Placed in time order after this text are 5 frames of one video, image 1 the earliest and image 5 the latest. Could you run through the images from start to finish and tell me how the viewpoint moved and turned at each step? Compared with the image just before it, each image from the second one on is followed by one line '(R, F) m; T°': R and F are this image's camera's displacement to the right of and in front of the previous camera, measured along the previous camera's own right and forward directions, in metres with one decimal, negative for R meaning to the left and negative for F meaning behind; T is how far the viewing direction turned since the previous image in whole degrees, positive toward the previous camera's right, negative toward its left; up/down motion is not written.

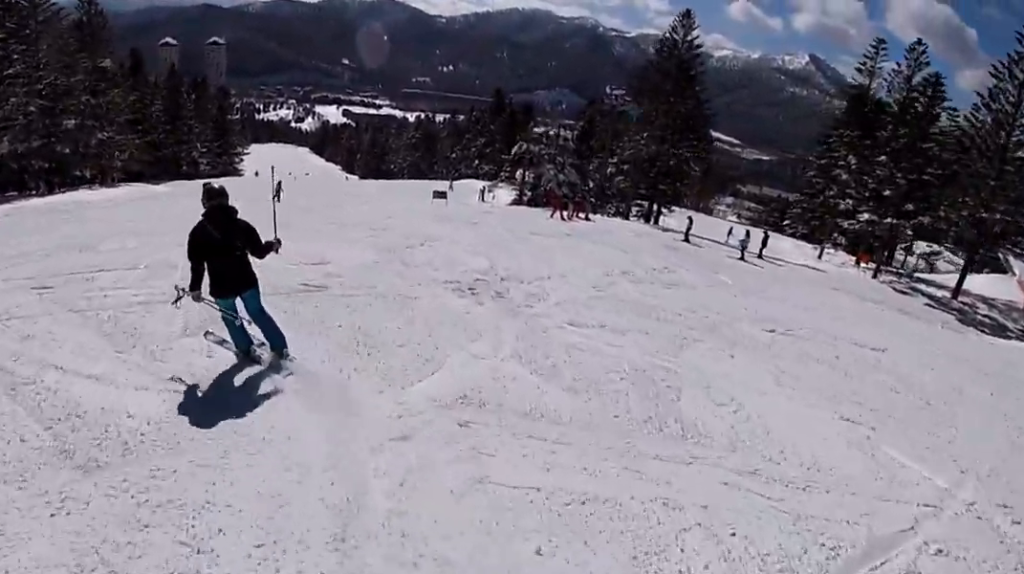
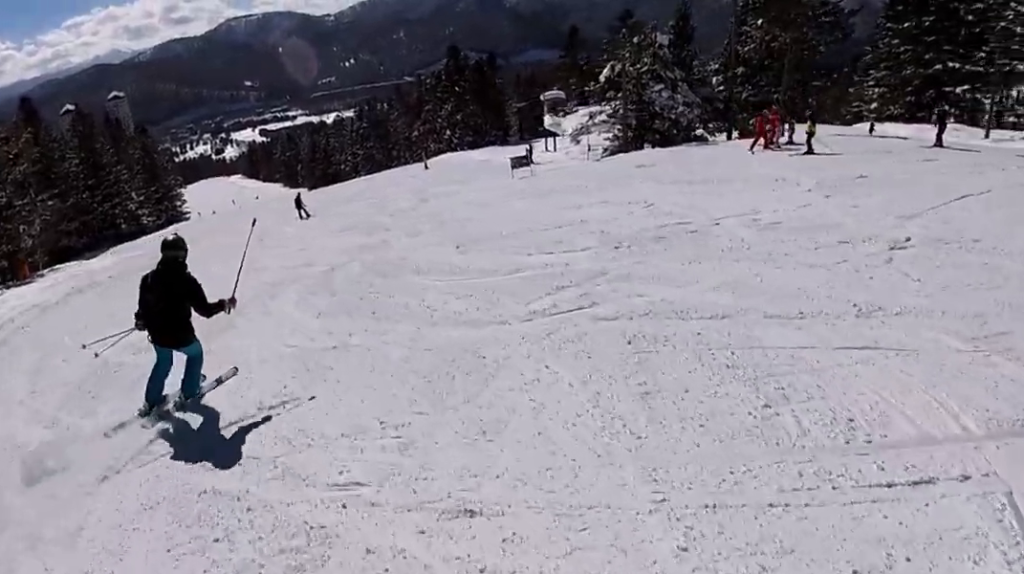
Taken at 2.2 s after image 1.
(-0.4, +18.8) m; +3°
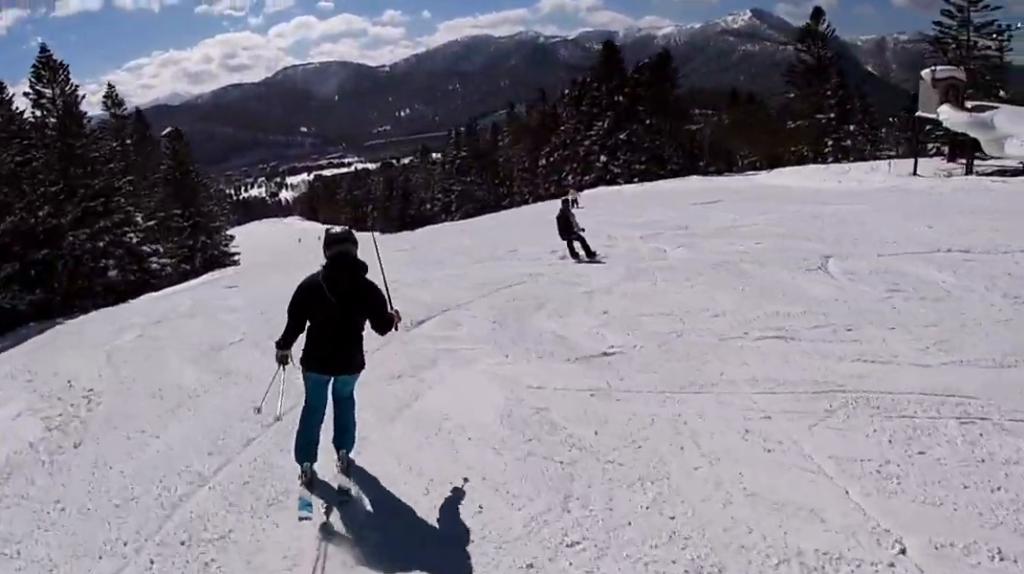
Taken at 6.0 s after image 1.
(-4.3, +34.9) m; -7°
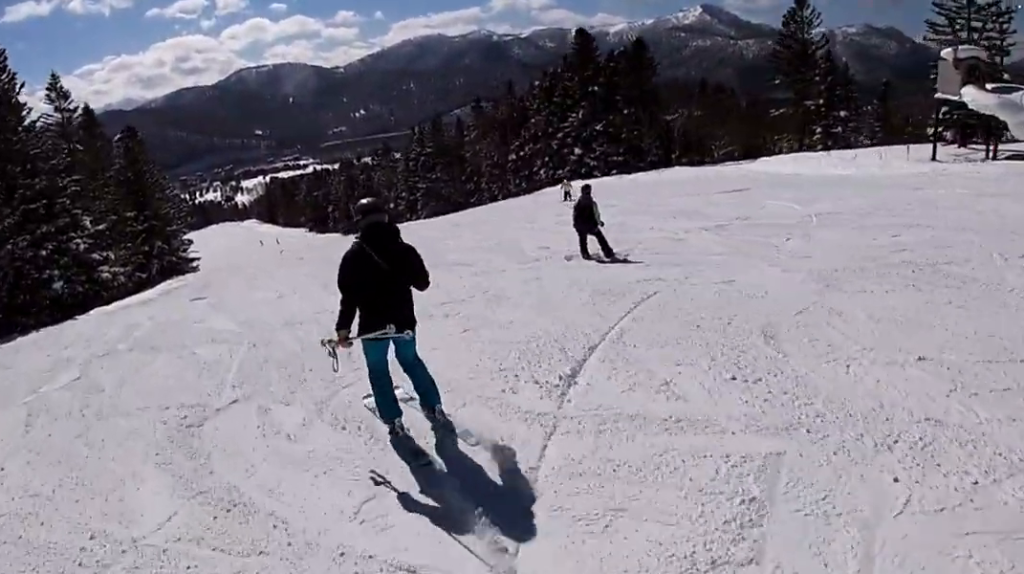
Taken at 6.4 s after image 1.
(-0.1, +4.4) m; +3°
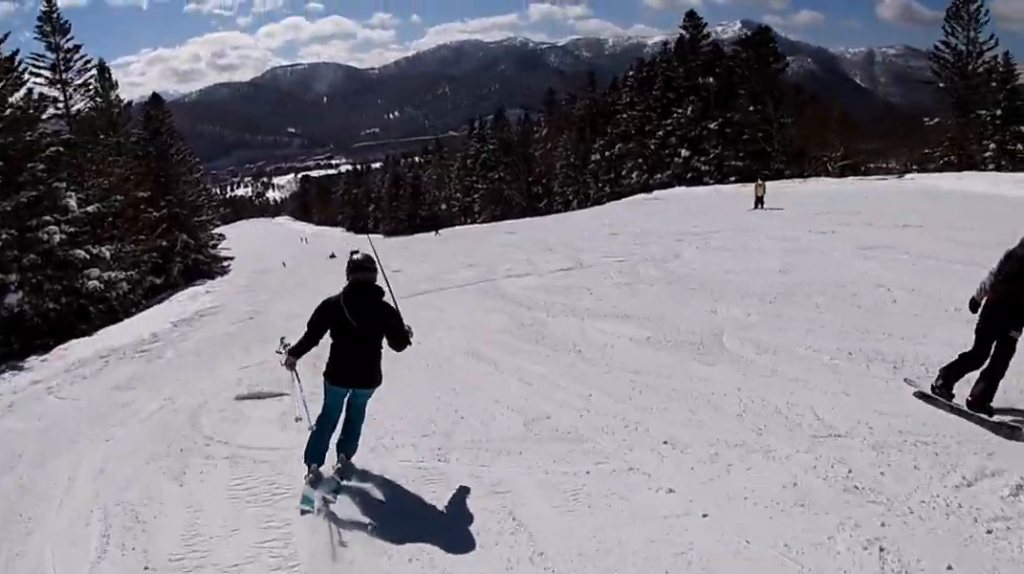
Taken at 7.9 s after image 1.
(+1.4, +13.5) m; +10°
